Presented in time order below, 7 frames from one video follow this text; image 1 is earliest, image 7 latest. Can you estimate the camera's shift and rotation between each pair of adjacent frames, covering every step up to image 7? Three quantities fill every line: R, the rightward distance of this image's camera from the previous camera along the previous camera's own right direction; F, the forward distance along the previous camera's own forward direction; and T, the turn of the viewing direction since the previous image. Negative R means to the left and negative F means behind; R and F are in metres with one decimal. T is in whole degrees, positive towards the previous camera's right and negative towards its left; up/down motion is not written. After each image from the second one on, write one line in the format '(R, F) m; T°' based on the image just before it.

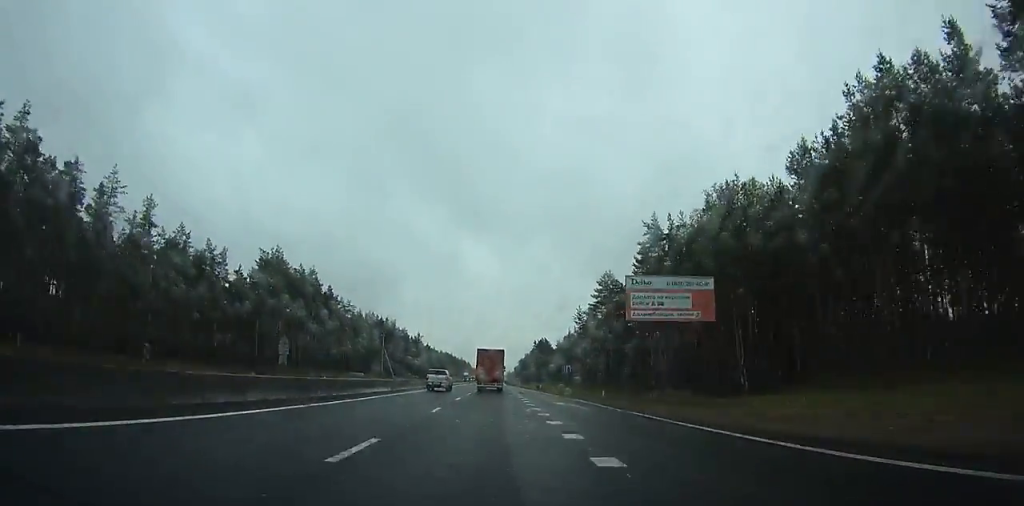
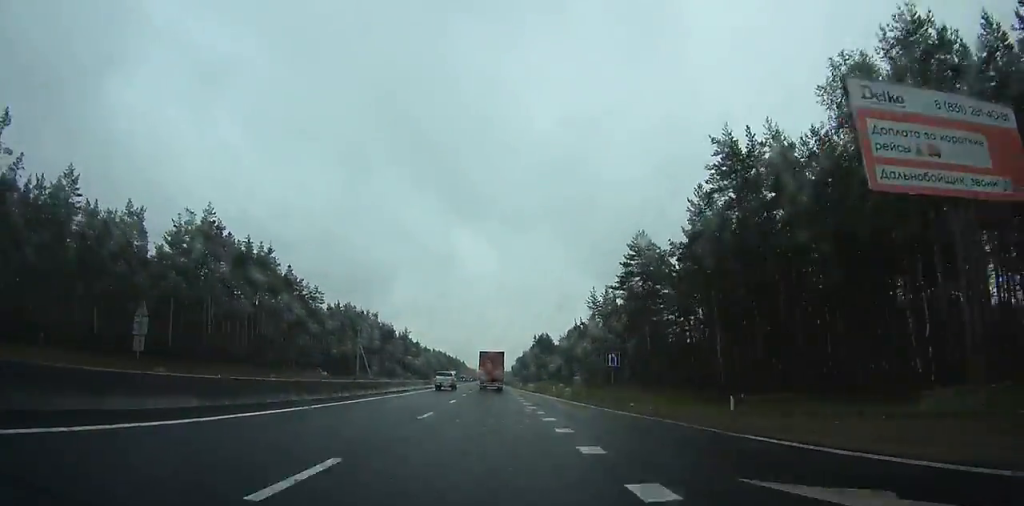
(-0.1, +26.4) m; 0°
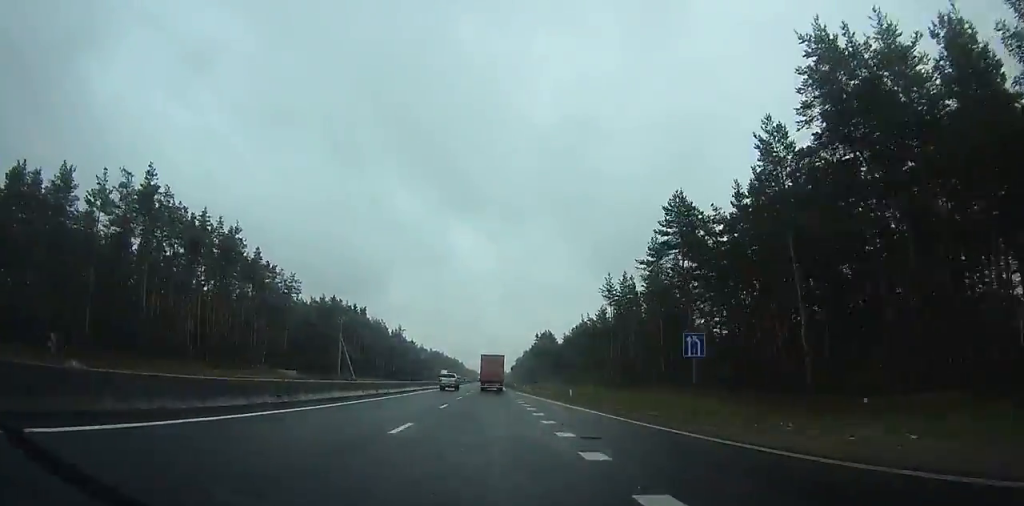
(+0.1, +16.3) m; 0°
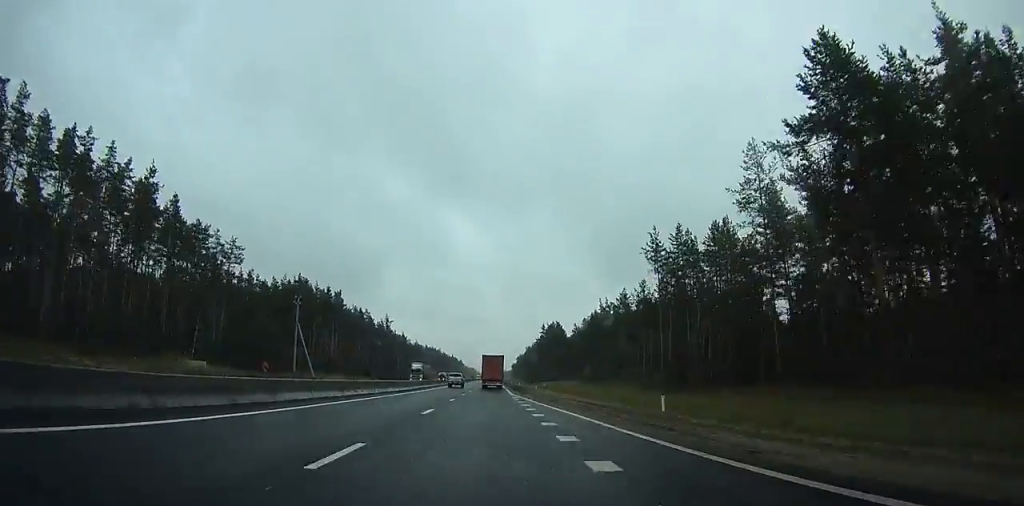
(+0.1, +28.9) m; +1°
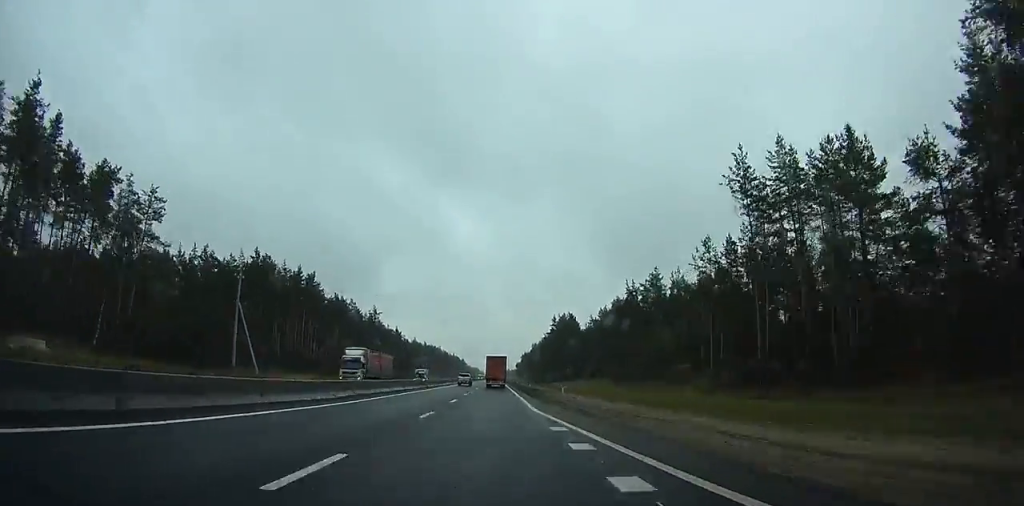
(+0.2, +25.3) m; 0°
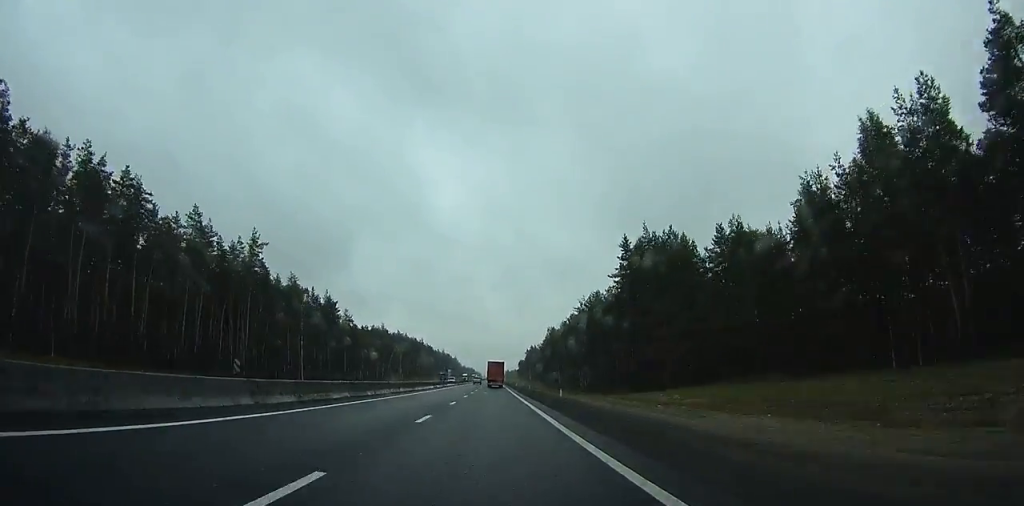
(-0.5, +96.8) m; -1°
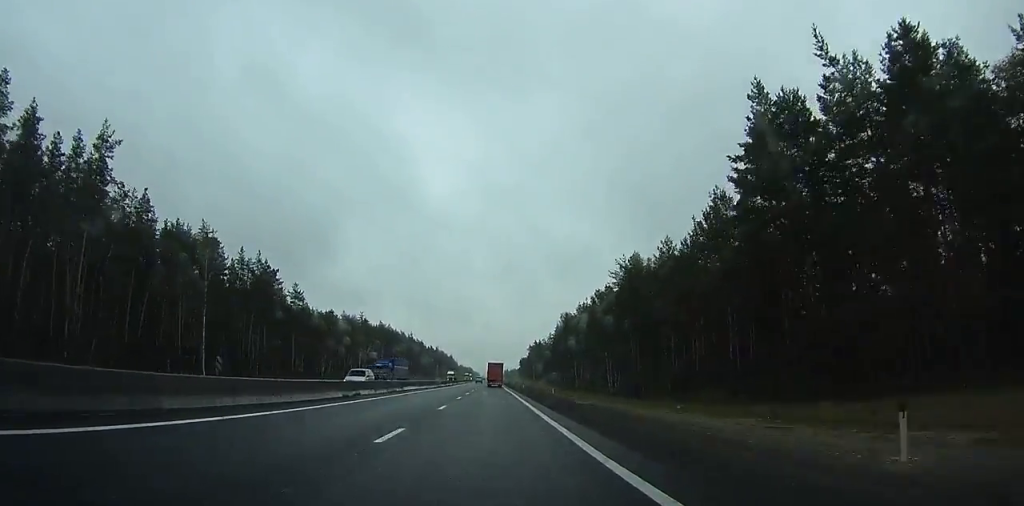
(-0.1, +41.0) m; 0°
